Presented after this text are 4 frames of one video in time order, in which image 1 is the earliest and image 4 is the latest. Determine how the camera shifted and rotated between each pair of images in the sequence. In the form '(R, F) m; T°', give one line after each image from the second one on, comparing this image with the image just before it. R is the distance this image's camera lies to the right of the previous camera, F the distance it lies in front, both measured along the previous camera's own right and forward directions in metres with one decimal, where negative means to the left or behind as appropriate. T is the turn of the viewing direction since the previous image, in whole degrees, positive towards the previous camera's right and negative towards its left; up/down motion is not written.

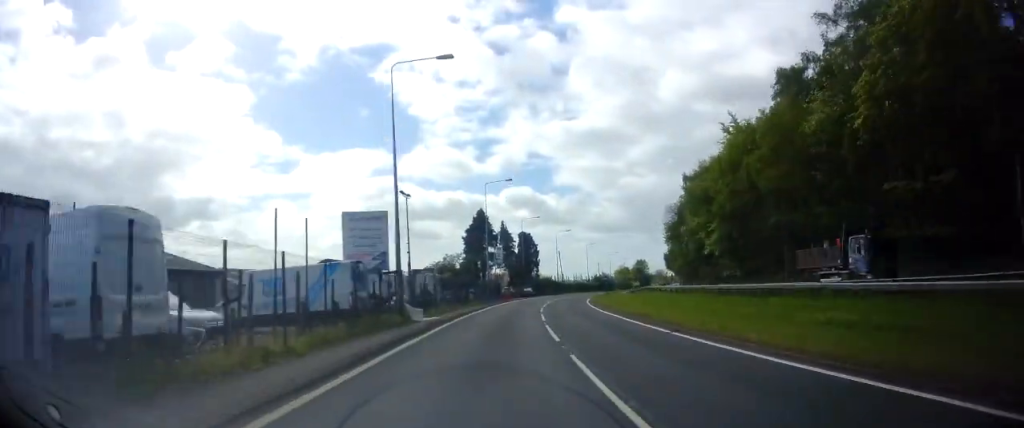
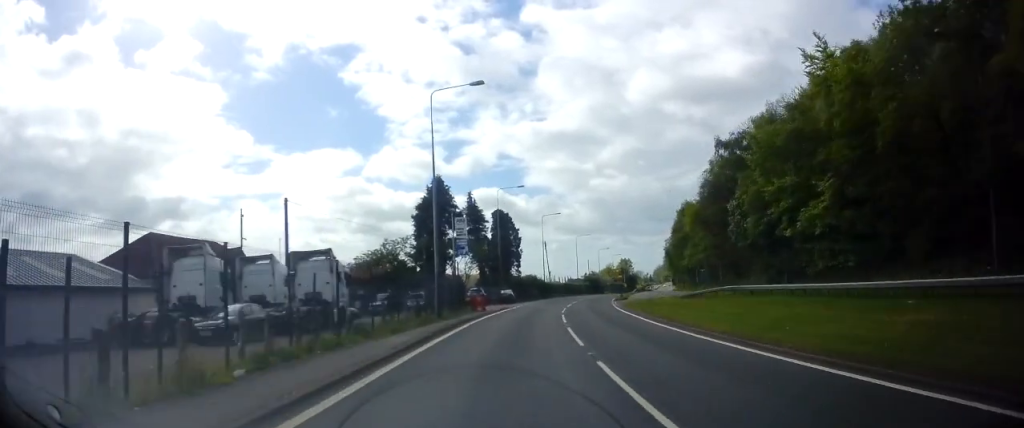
(+0.7, +27.8) m; +2°
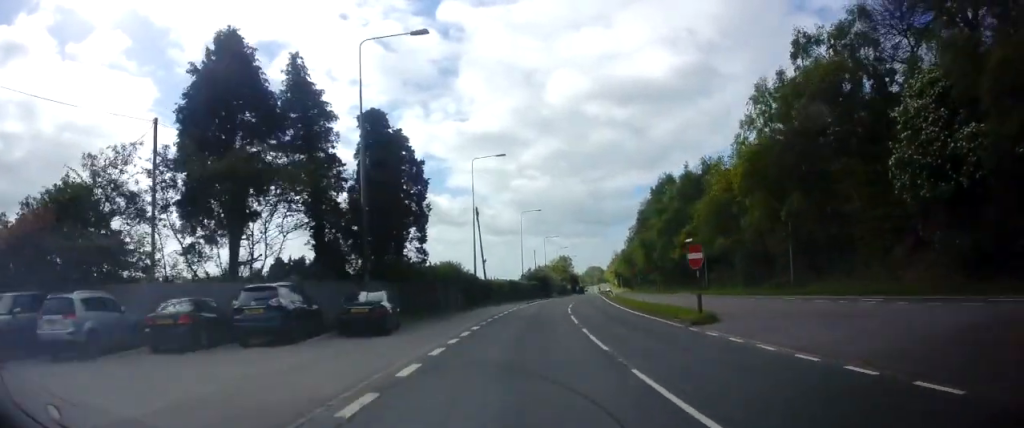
(+2.6, +36.8) m; +8°
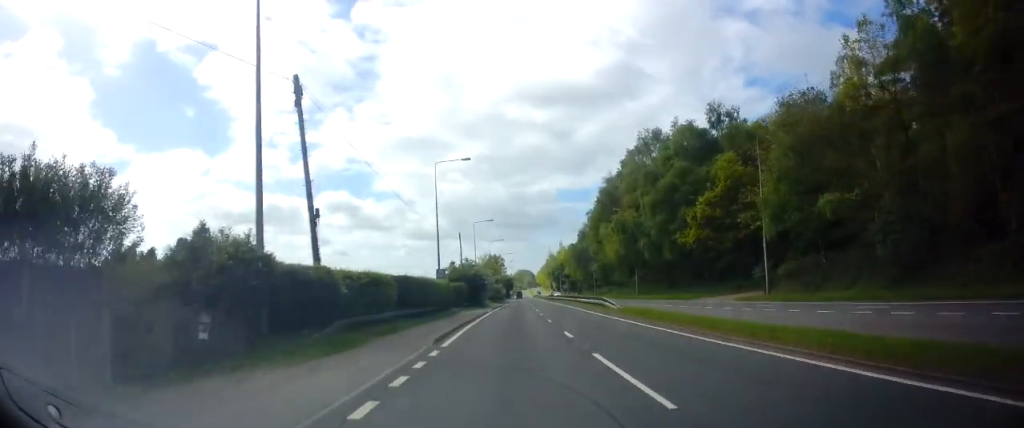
(+1.6, +32.0) m; +7°
